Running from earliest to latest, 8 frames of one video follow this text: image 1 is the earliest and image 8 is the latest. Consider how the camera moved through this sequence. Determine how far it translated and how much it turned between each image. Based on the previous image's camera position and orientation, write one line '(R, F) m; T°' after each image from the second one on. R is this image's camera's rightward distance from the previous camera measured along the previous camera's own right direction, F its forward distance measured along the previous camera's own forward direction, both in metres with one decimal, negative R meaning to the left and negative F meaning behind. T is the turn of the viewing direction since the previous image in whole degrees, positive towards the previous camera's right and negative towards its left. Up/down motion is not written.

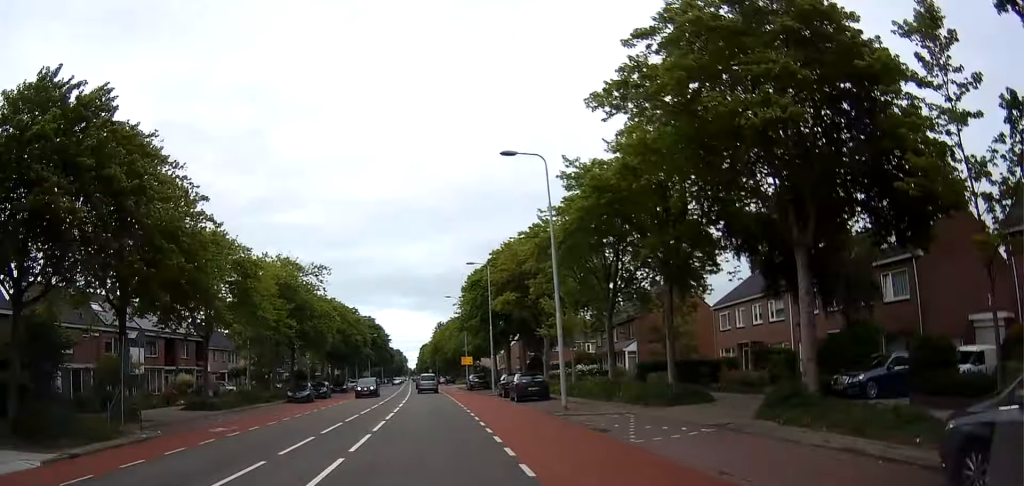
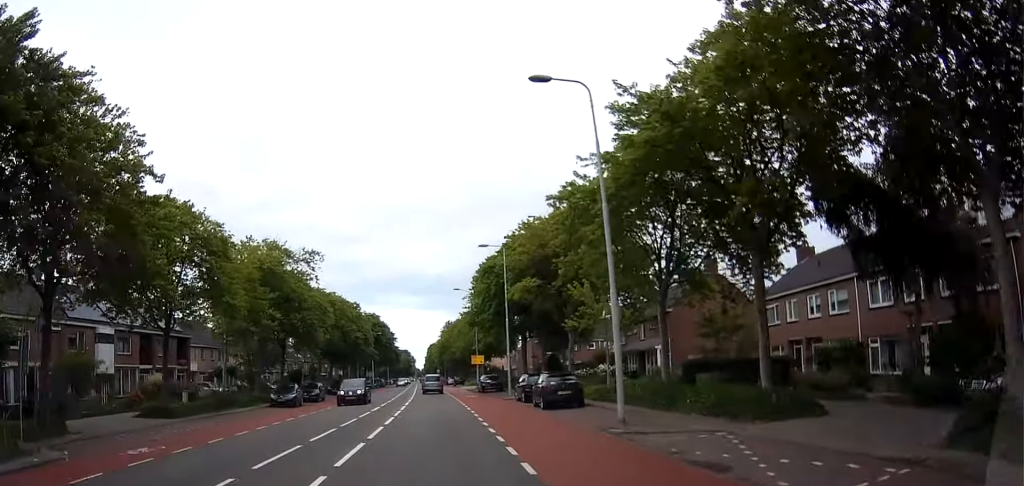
(0.0, +5.7) m; -1°
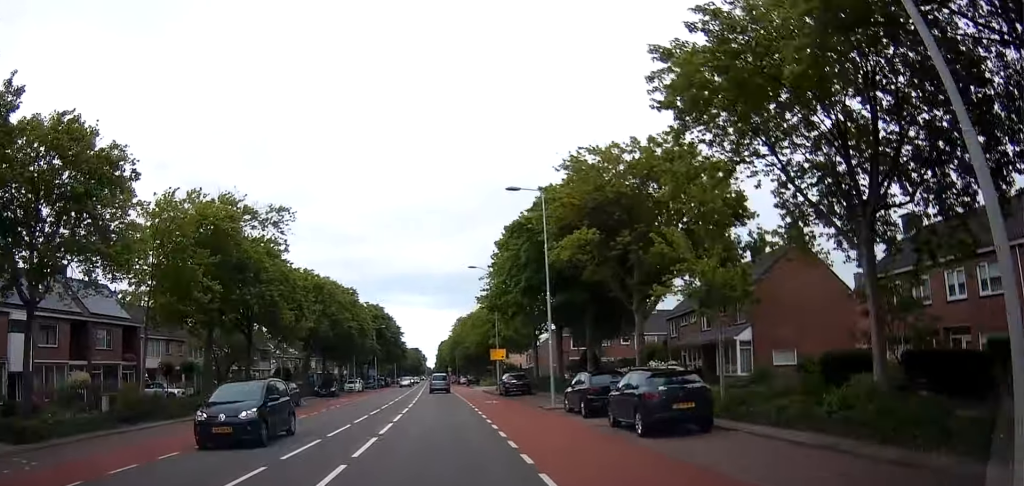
(-0.2, +11.0) m; -2°
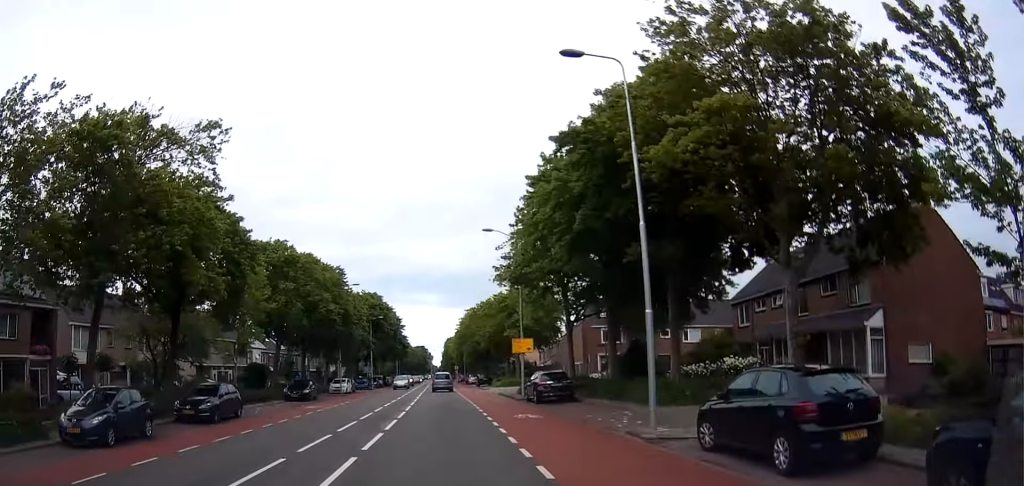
(-0.2, +11.4) m; -1°
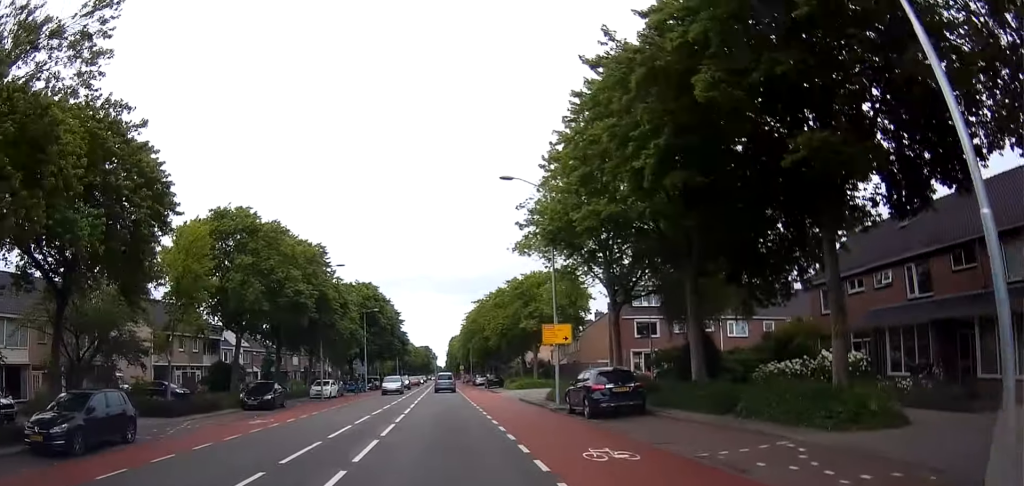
(-0.1, +9.4) m; 0°
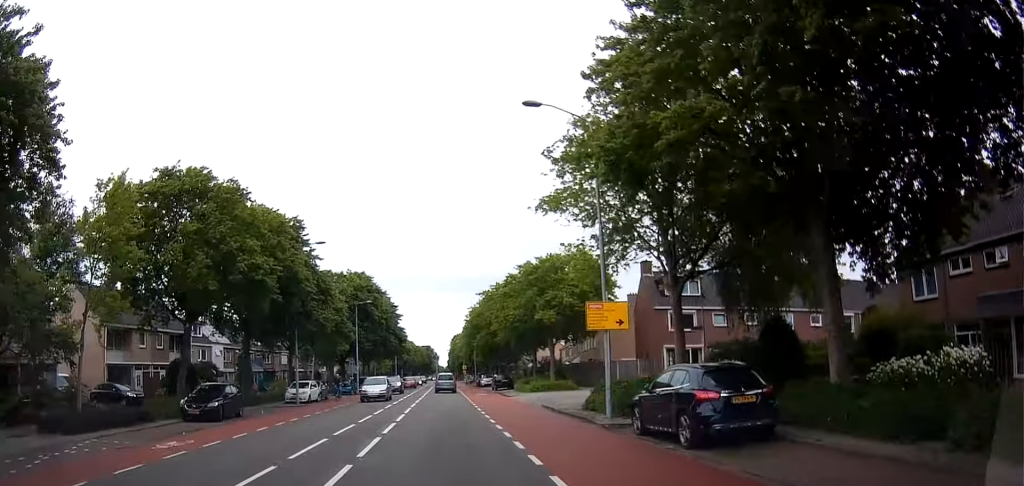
(0.0, +7.4) m; 0°
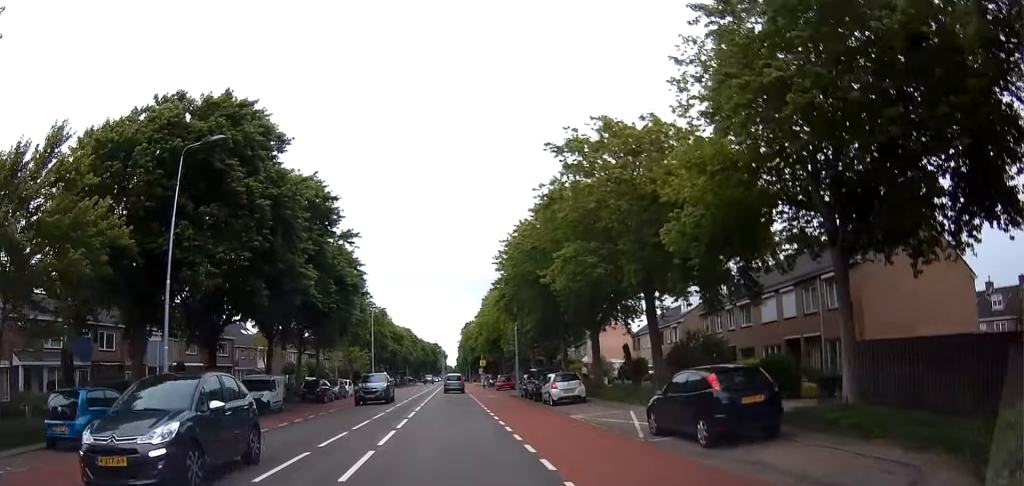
(-0.8, +42.1) m; -1°
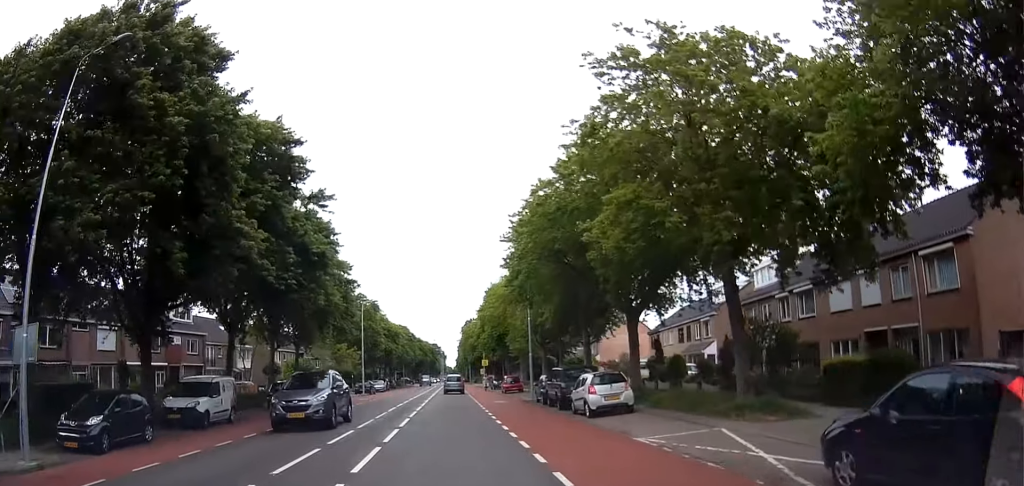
(+0.1, +7.1) m; 0°
